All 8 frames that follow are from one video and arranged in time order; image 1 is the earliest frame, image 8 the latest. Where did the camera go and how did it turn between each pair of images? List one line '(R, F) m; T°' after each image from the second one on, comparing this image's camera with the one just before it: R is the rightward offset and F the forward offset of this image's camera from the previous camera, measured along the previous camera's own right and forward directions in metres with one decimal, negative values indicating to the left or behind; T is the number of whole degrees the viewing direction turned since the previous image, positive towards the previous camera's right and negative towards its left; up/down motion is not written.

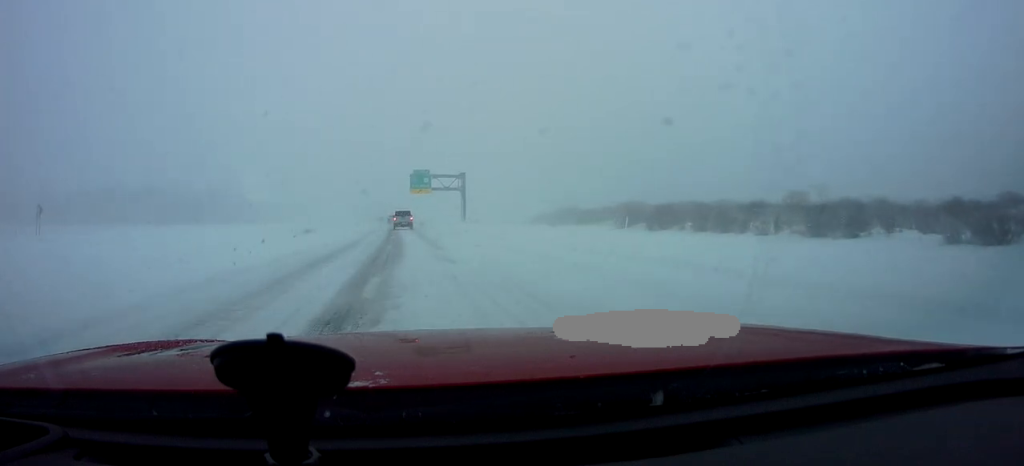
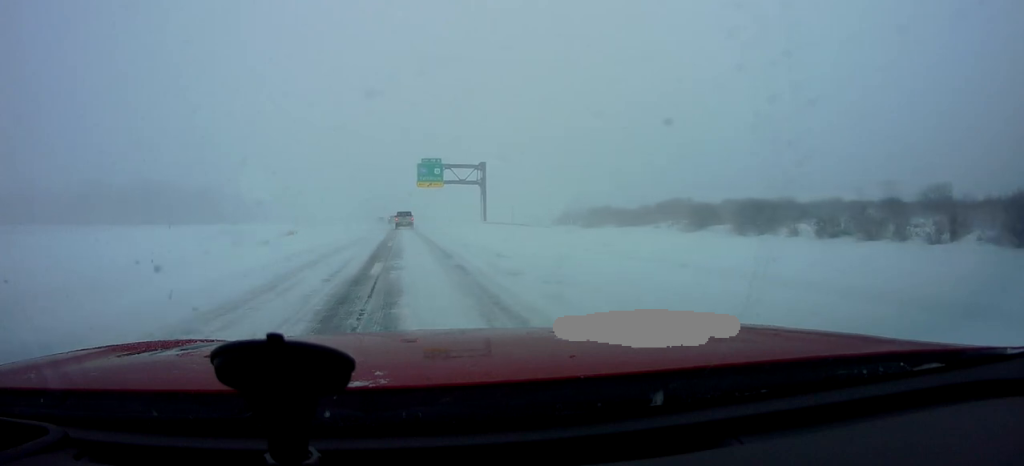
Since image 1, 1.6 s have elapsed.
(-0.6, +20.9) m; 0°
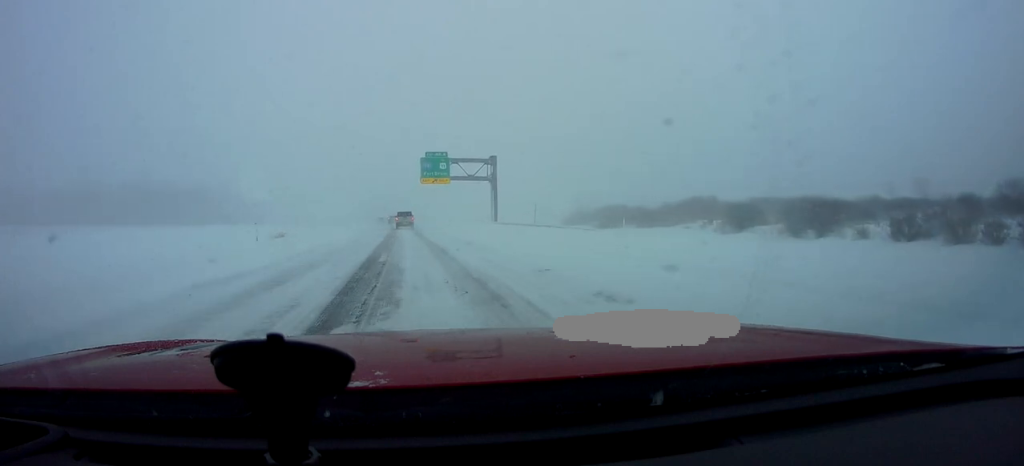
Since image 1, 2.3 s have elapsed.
(+0.3, +8.6) m; +2°
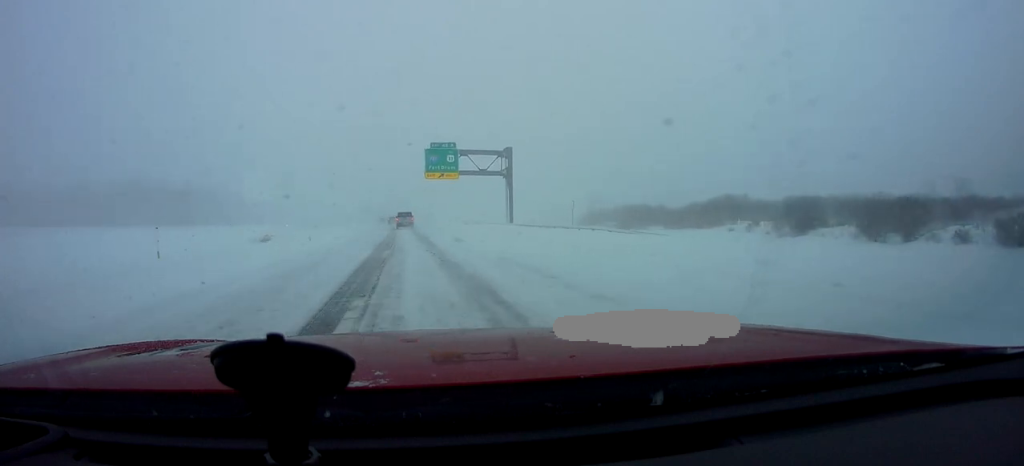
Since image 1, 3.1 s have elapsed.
(0.0, +10.1) m; -2°
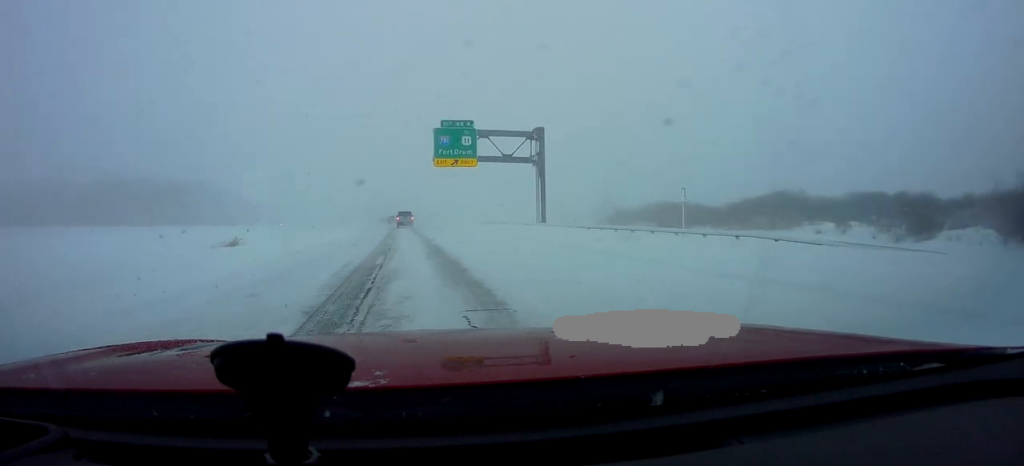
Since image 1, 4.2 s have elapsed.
(-0.5, +14.7) m; -1°
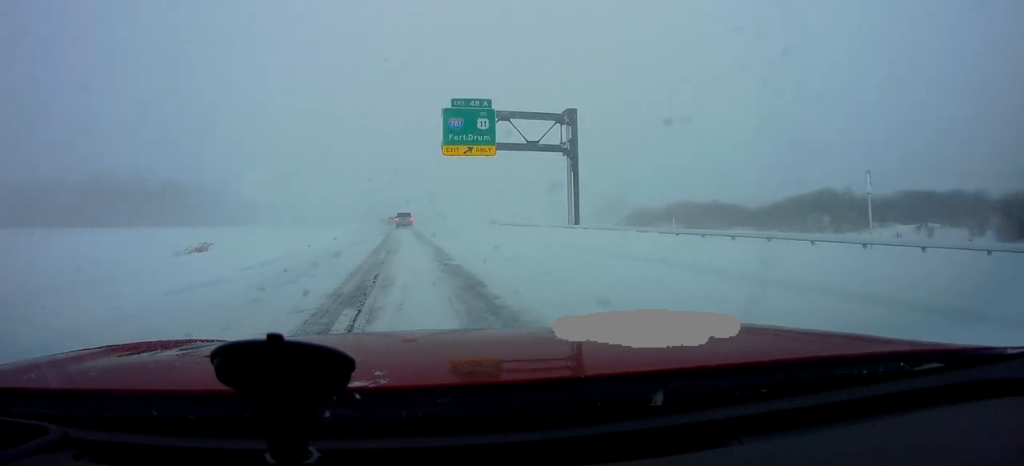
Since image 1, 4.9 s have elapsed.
(+0.2, +10.0) m; 0°
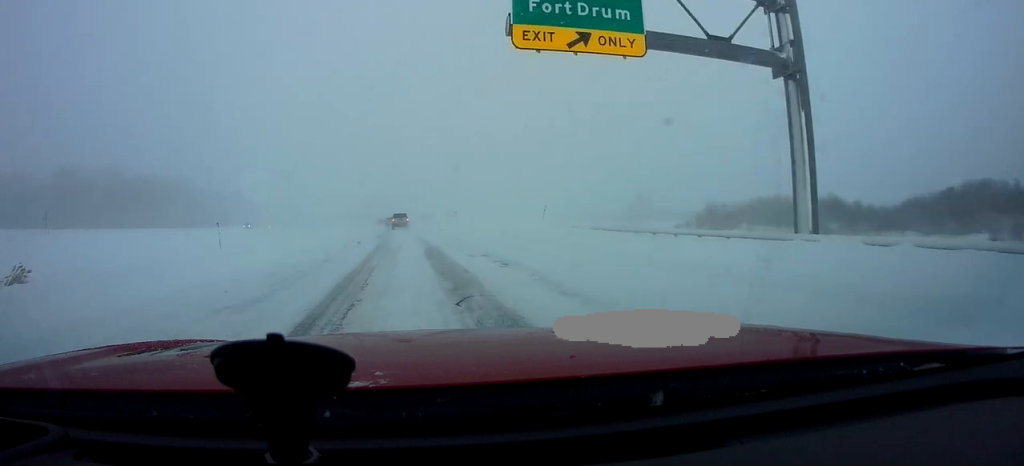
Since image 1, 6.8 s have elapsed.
(0.0, +26.8) m; 0°
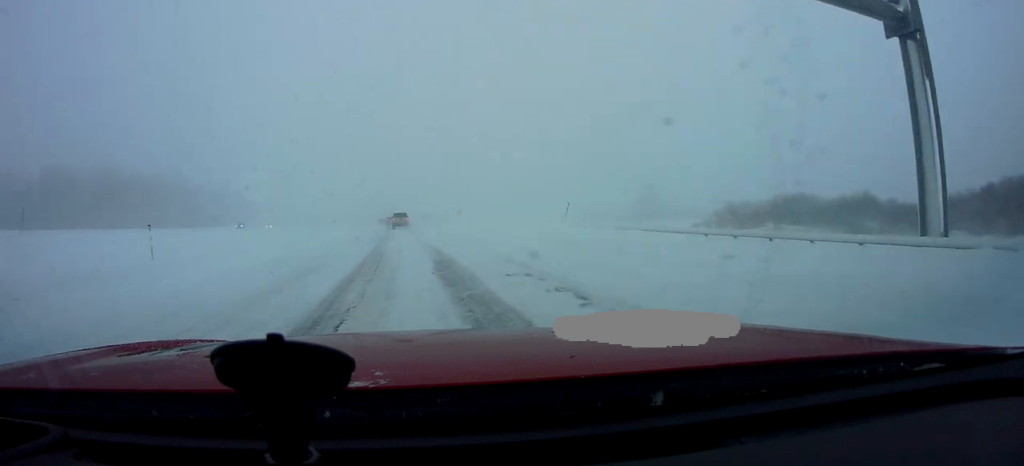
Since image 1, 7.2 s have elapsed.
(+0.3, +5.8) m; 0°
